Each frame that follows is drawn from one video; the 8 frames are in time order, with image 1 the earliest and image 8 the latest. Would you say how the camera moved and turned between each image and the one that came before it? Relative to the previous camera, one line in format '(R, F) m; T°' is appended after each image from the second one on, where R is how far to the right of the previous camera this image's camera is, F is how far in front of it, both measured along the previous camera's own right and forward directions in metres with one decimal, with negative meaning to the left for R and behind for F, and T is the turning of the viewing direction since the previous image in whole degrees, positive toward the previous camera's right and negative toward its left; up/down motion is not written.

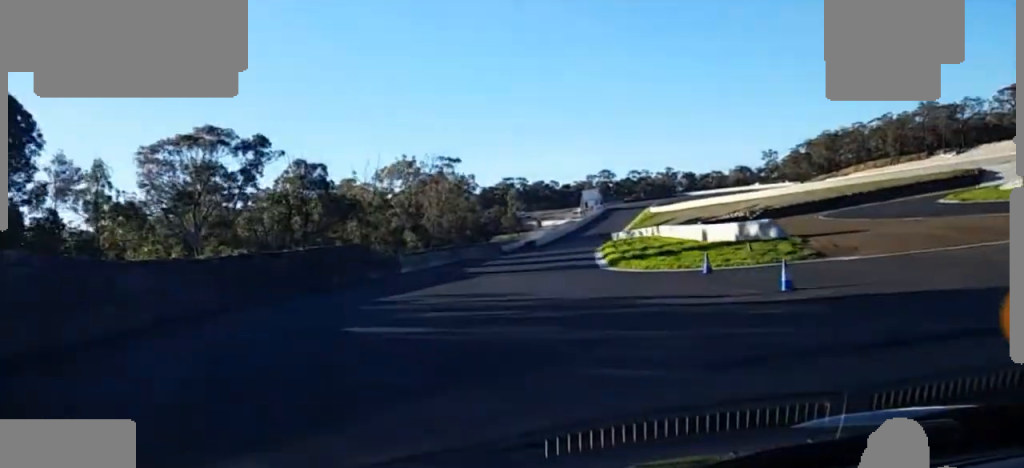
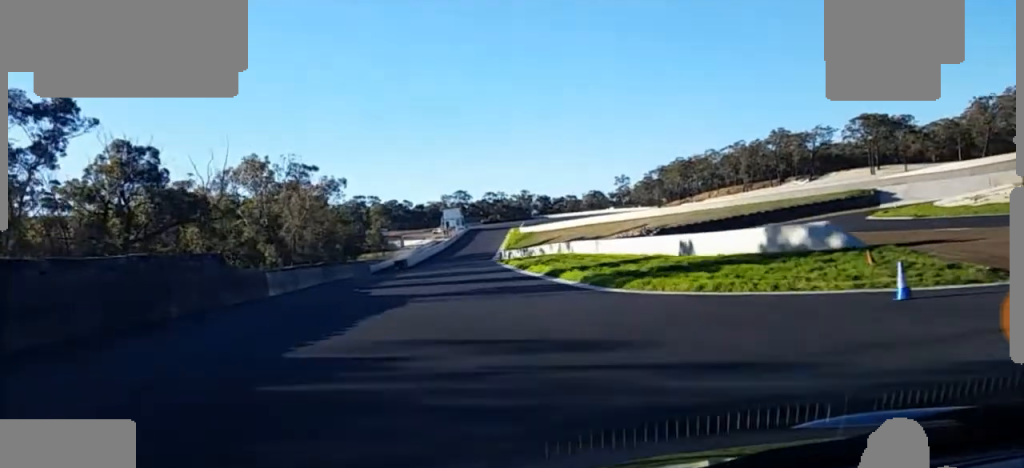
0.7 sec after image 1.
(+2.8, +15.6) m; +9°
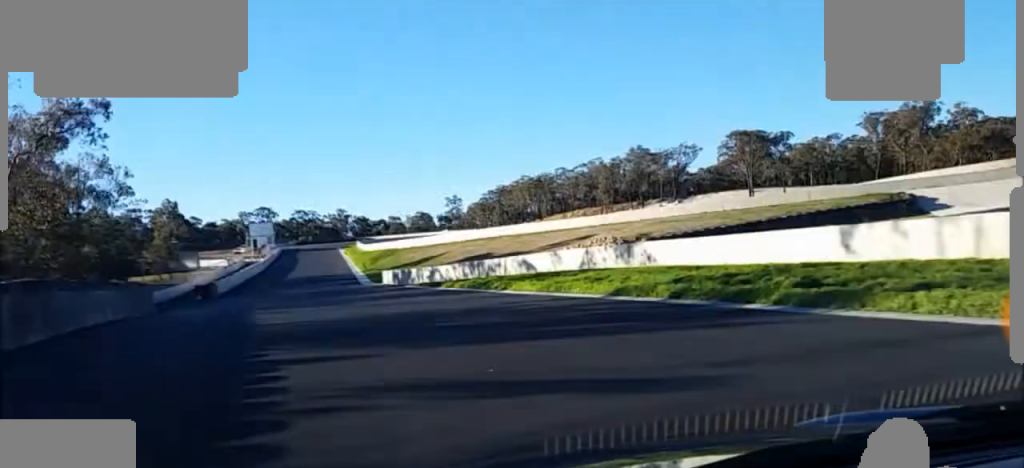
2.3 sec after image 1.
(+3.1, +43.9) m; +7°
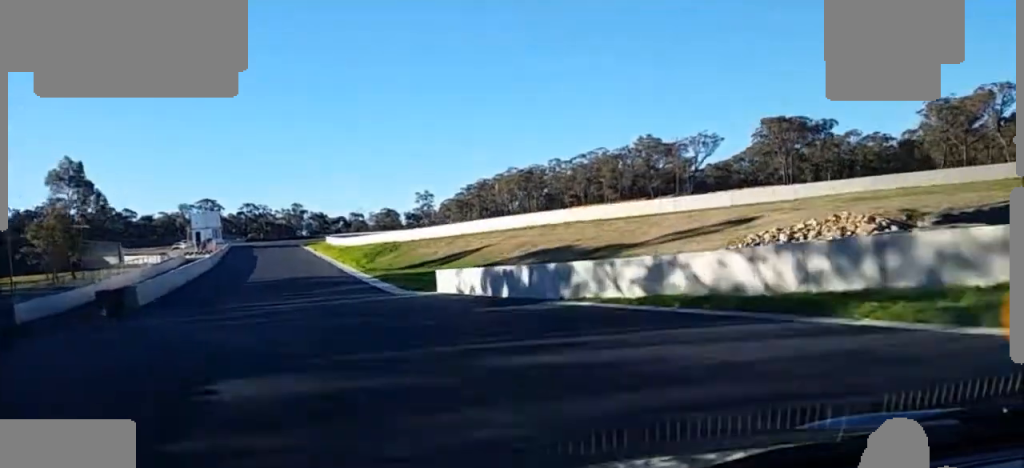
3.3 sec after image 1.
(+1.1, +32.9) m; +3°
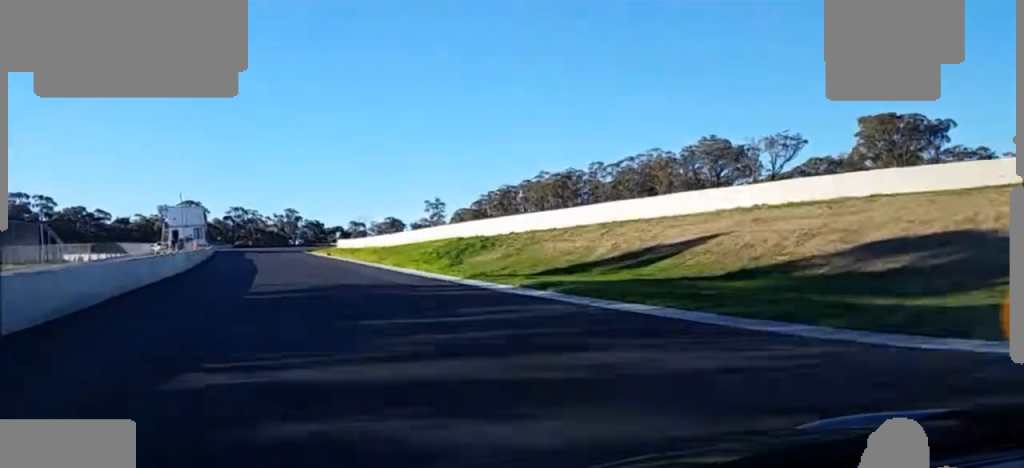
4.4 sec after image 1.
(+0.6, +34.2) m; +2°
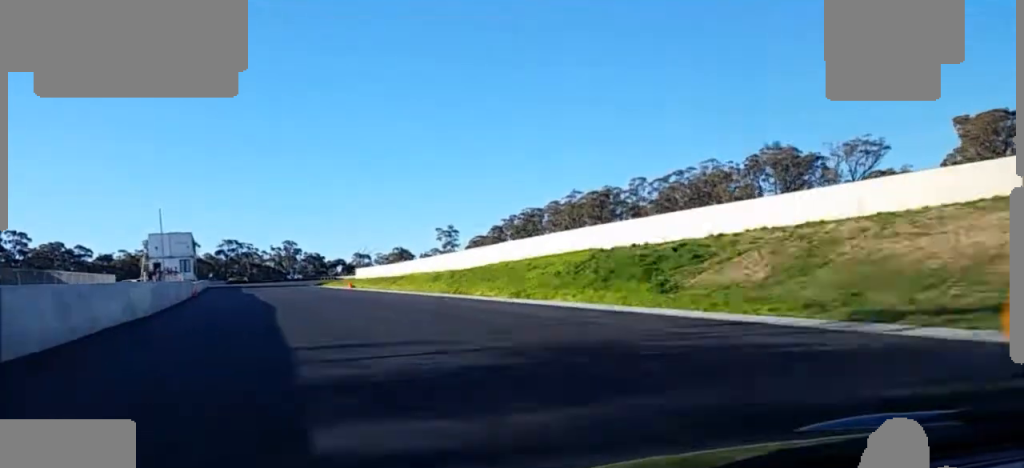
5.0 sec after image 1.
(+0.1, +22.8) m; +1°
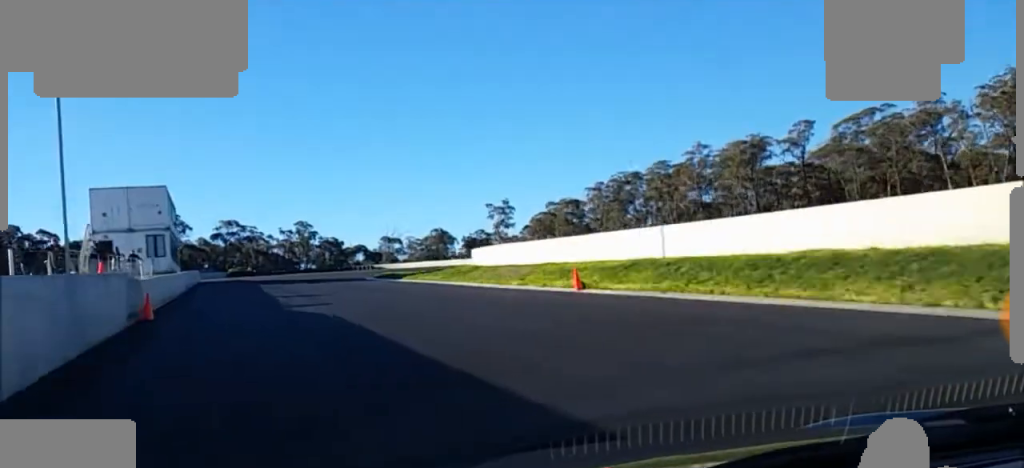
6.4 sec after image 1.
(+0.5, +47.3) m; 0°
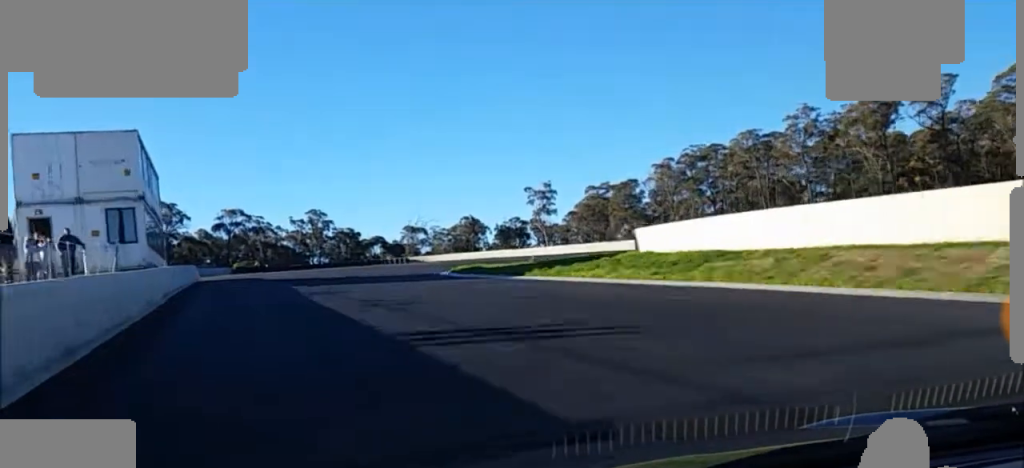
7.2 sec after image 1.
(-0.1, +22.3) m; +1°
